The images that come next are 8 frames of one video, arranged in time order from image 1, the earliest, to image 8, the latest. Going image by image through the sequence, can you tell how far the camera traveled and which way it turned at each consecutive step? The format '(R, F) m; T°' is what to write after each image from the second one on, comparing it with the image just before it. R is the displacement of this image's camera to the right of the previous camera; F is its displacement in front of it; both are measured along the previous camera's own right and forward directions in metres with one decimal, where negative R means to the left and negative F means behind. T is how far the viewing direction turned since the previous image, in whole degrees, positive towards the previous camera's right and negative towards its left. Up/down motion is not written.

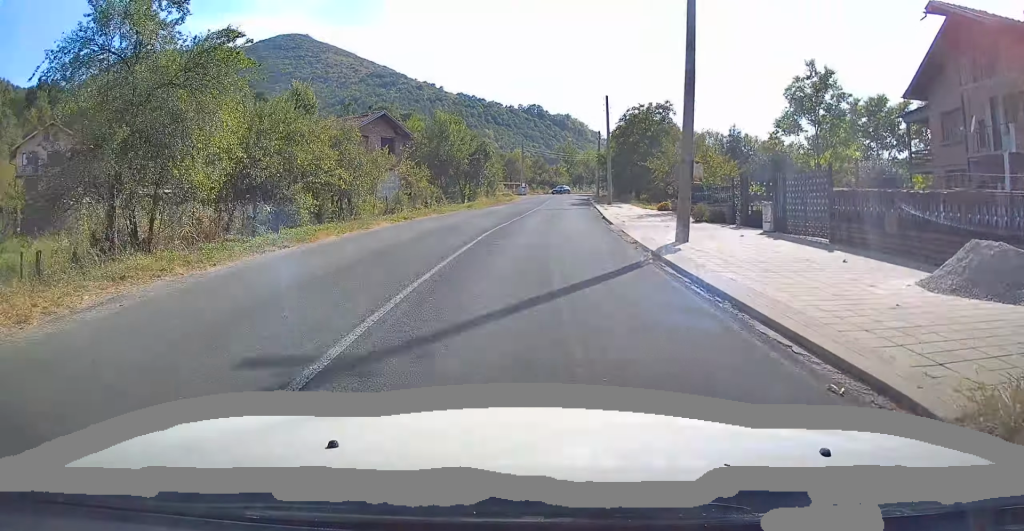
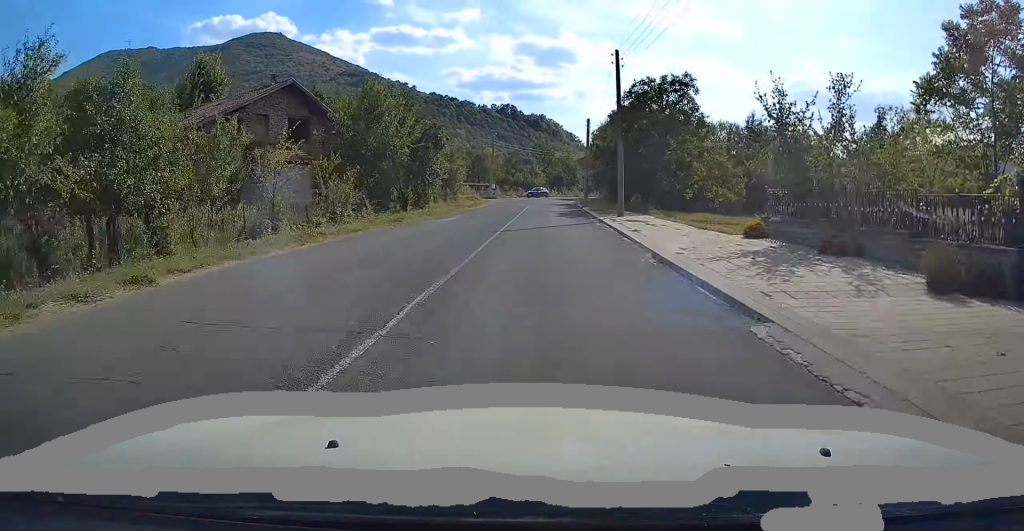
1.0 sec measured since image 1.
(+0.4, +16.0) m; +1°
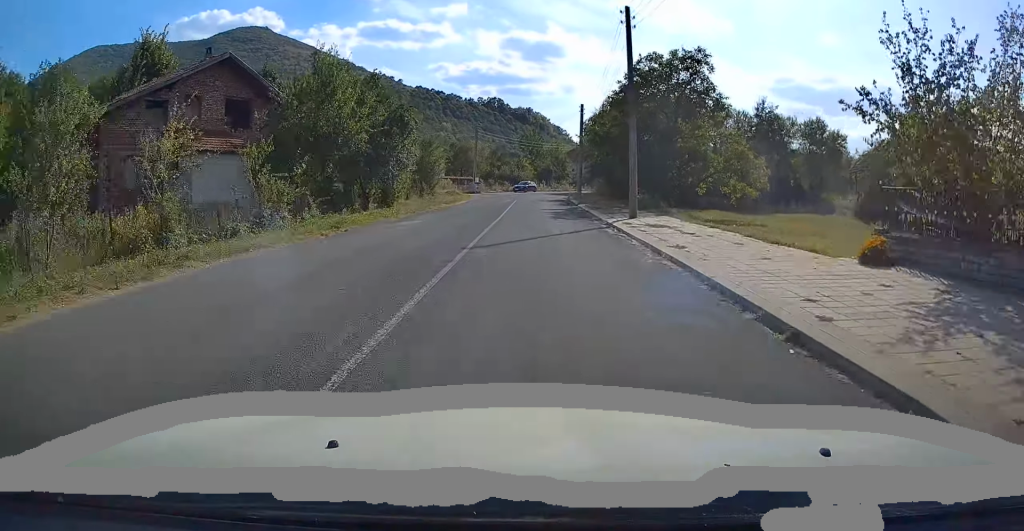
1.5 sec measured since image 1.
(-0.1, +6.6) m; 0°
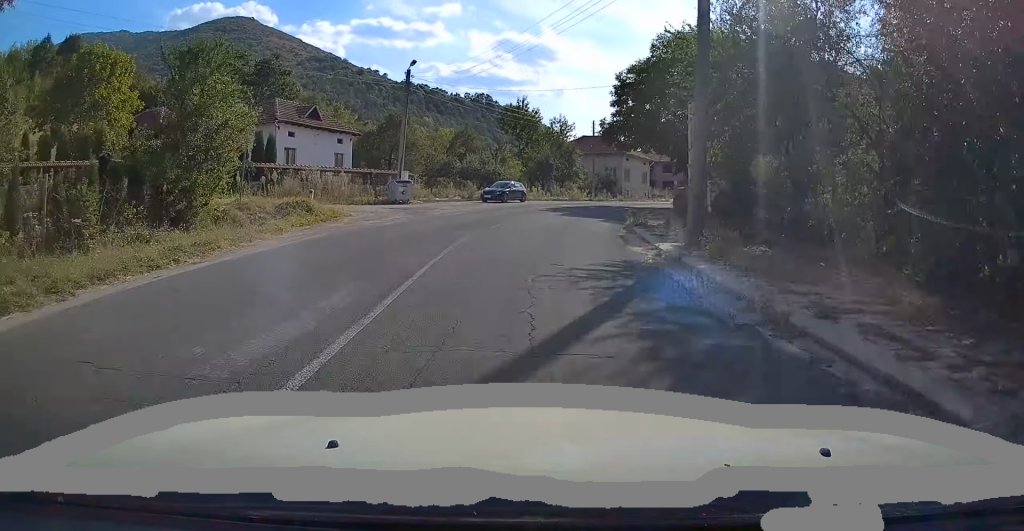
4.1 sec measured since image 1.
(+1.7, +40.1) m; +5°
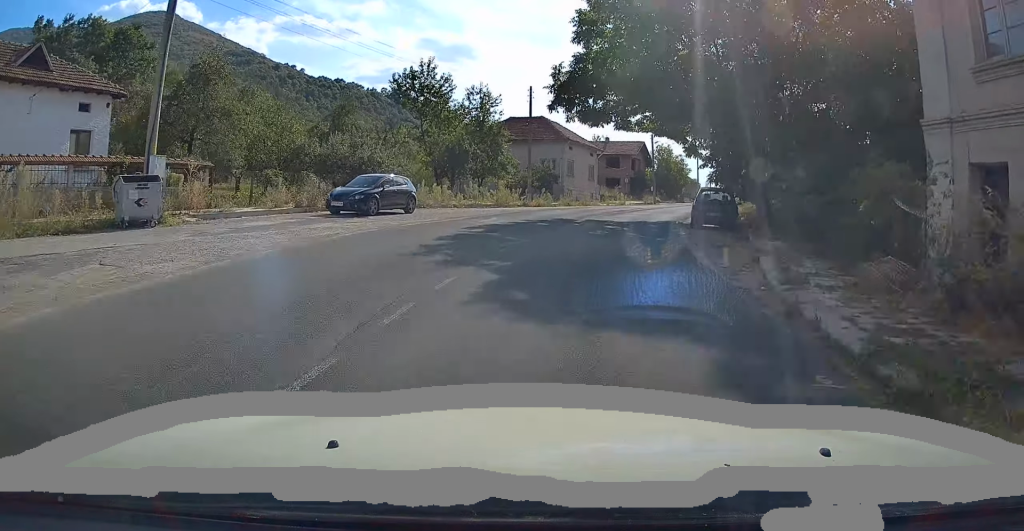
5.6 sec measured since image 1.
(+0.8, +21.0) m; +7°
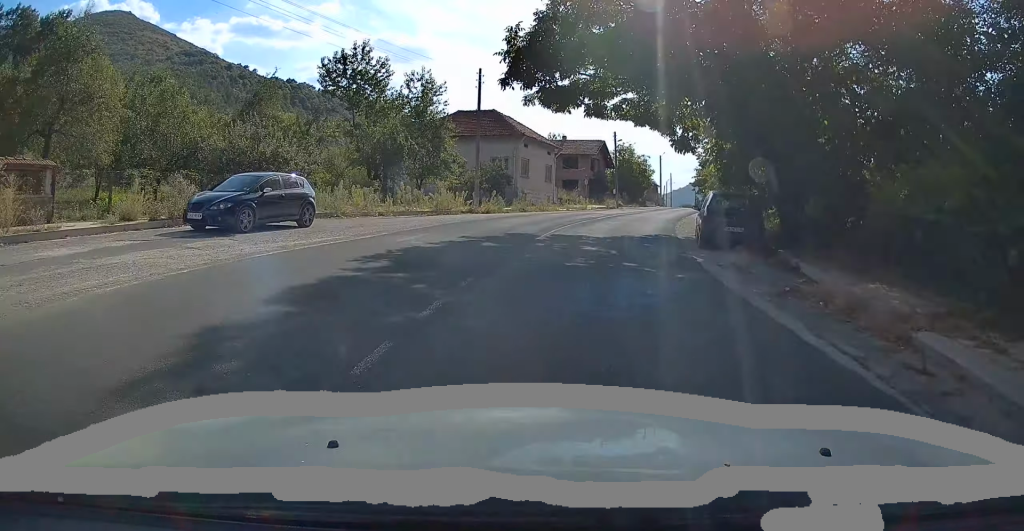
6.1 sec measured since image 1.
(+0.2, +7.1) m; +4°
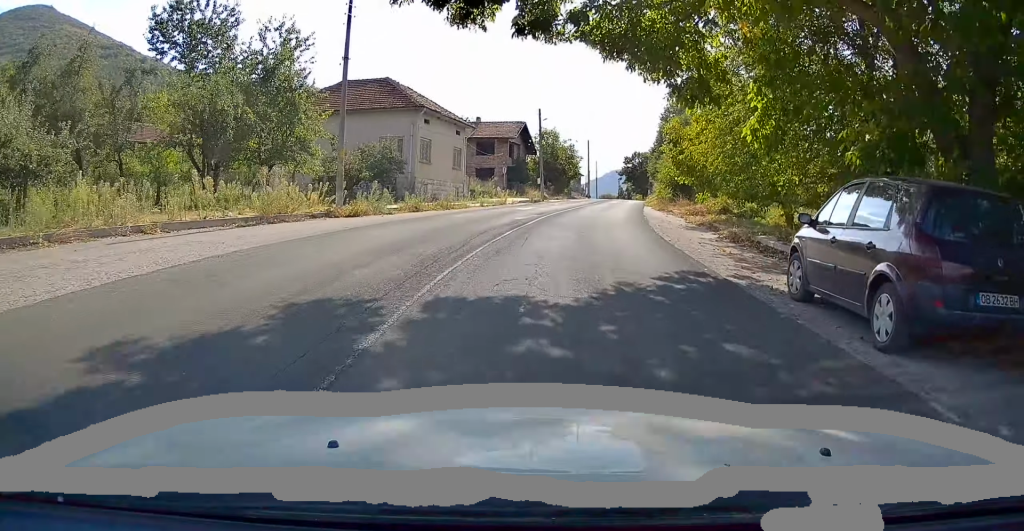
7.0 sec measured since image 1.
(+0.3, +12.3) m; +7°
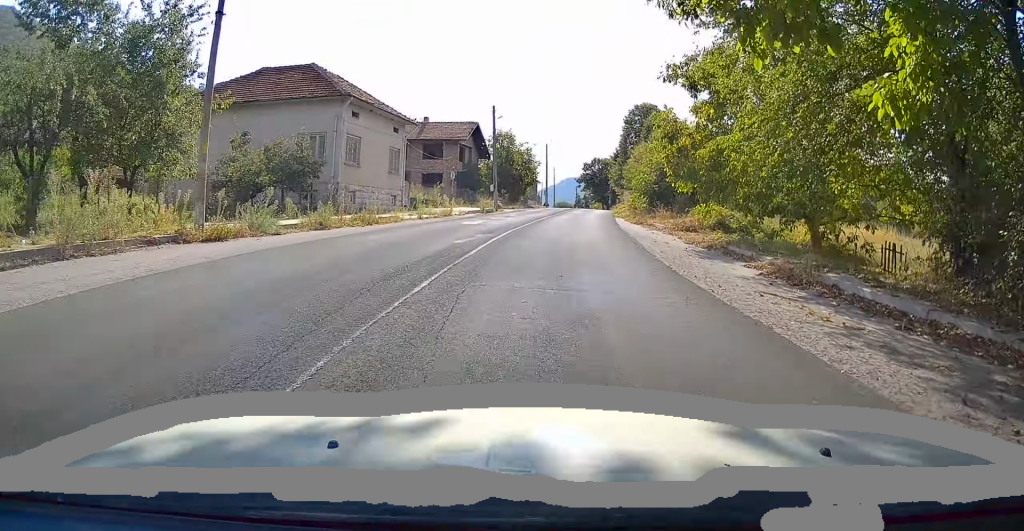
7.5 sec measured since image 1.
(+0.7, +7.2) m; +3°
